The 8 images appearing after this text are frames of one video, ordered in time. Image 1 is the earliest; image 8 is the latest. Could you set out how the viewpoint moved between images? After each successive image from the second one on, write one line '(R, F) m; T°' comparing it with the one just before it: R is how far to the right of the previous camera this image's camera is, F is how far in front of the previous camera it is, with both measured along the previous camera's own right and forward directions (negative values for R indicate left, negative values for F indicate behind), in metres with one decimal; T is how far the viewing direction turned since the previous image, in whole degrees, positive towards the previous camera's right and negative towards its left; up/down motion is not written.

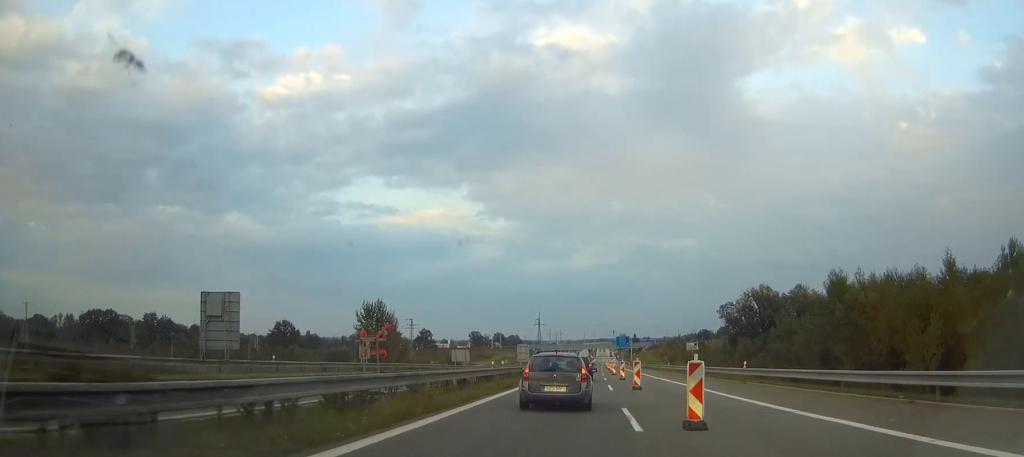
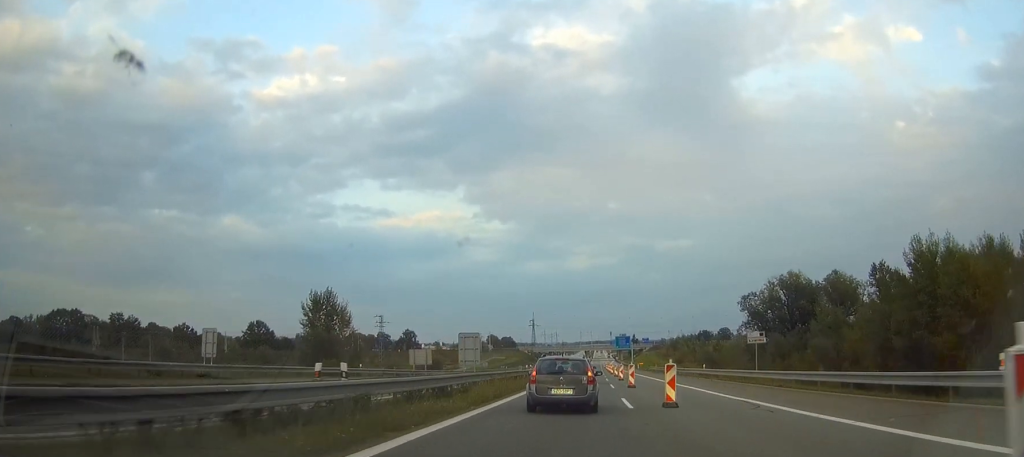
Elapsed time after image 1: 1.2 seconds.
(0.0, +28.3) m; 0°
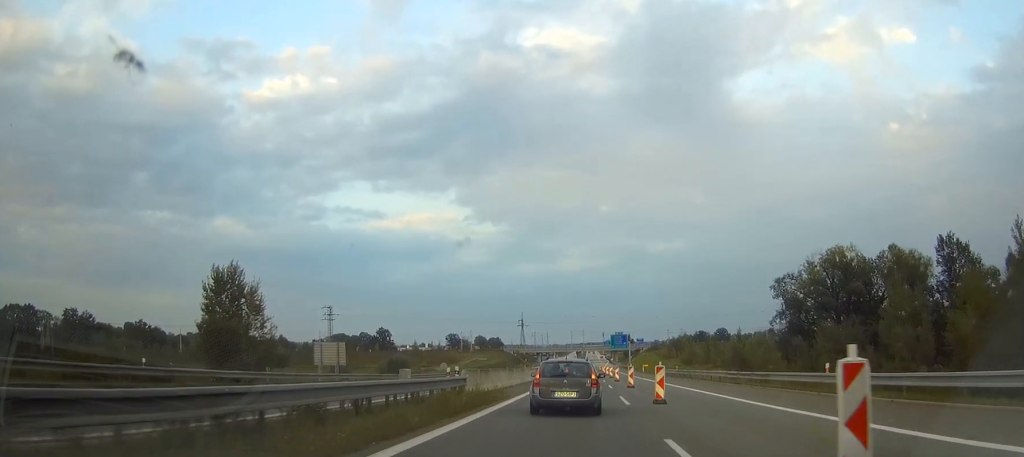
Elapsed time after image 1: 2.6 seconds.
(+0.1, +31.5) m; +1°
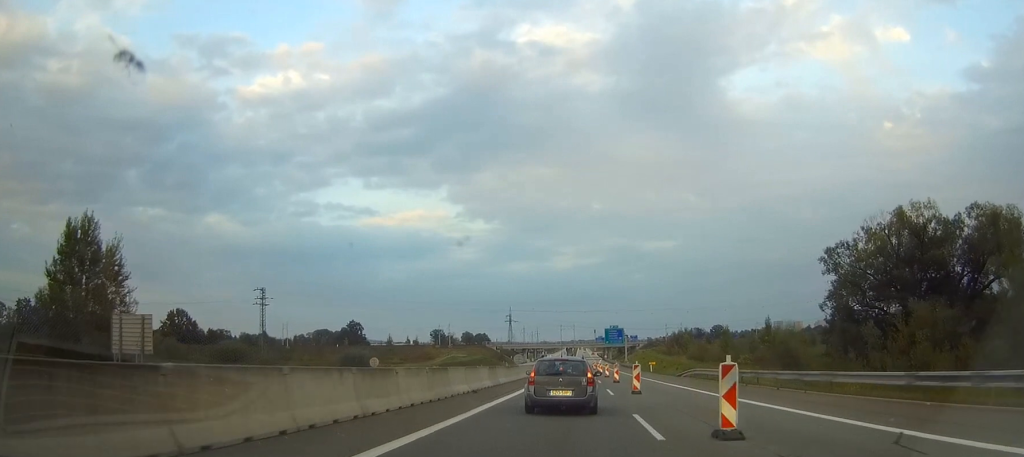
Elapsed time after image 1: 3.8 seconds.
(+0.2, +29.1) m; 0°
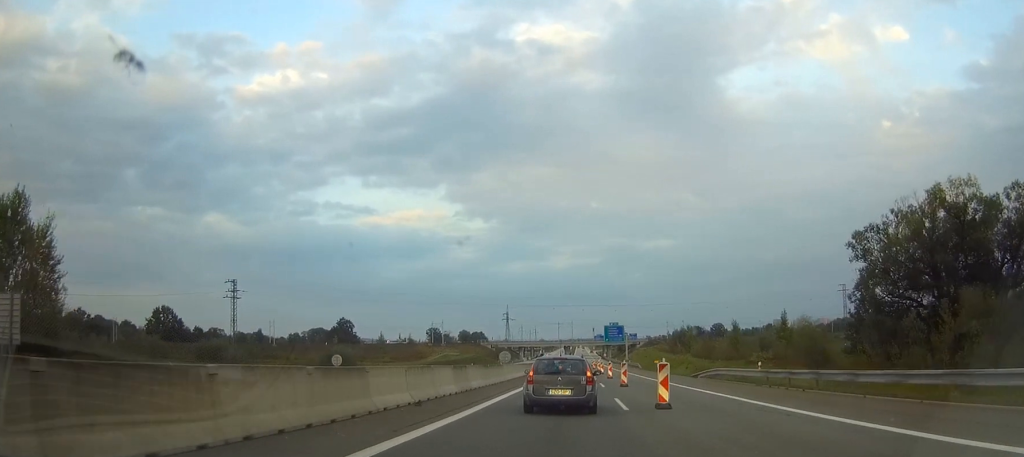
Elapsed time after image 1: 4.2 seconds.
(0.0, +10.5) m; 0°
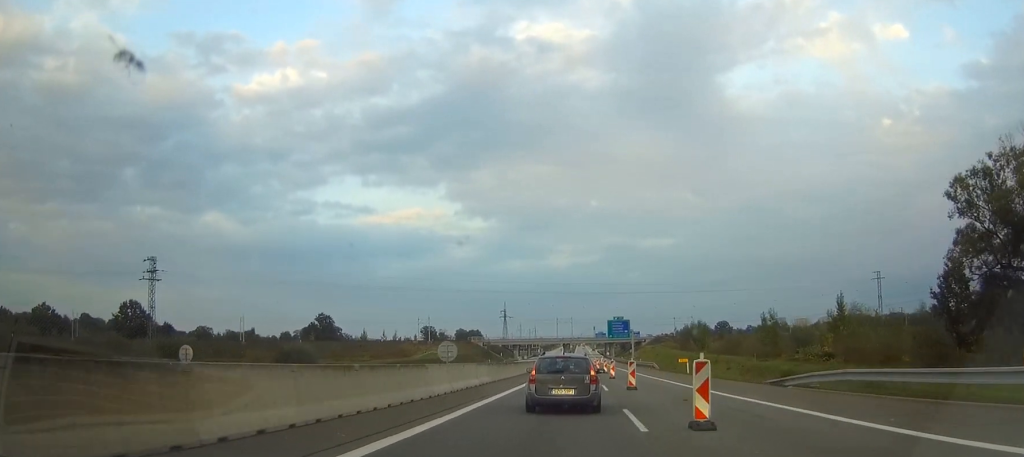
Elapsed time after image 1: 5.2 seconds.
(0.0, +24.9) m; 0°
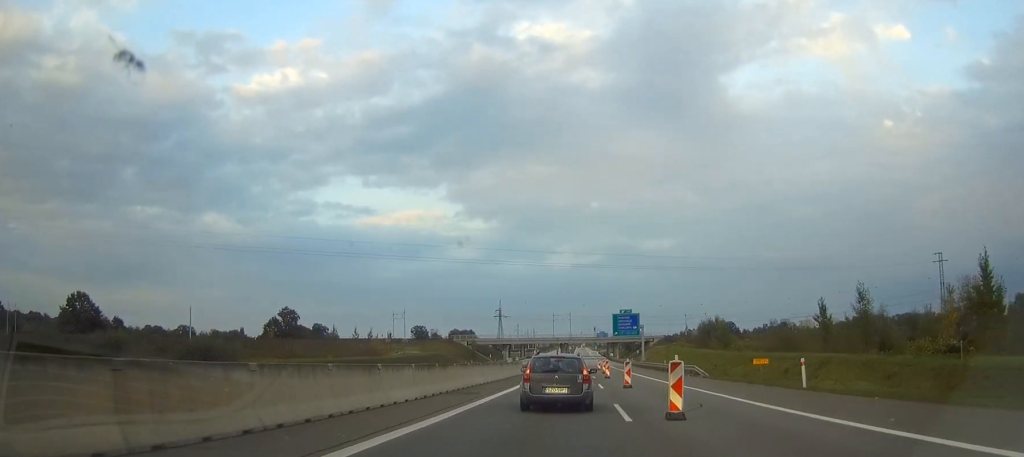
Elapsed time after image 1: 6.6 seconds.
(0.0, +35.3) m; 0°
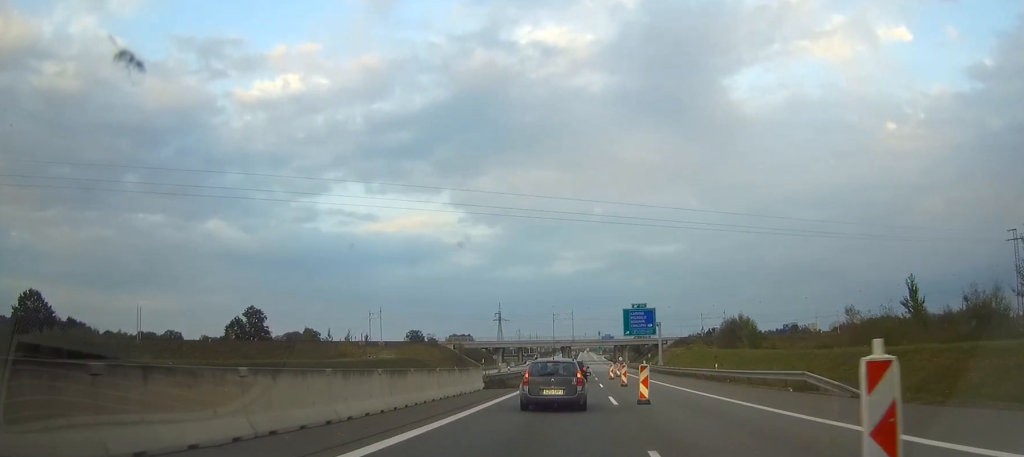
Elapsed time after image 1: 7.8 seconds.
(0.0, +30.4) m; 0°
